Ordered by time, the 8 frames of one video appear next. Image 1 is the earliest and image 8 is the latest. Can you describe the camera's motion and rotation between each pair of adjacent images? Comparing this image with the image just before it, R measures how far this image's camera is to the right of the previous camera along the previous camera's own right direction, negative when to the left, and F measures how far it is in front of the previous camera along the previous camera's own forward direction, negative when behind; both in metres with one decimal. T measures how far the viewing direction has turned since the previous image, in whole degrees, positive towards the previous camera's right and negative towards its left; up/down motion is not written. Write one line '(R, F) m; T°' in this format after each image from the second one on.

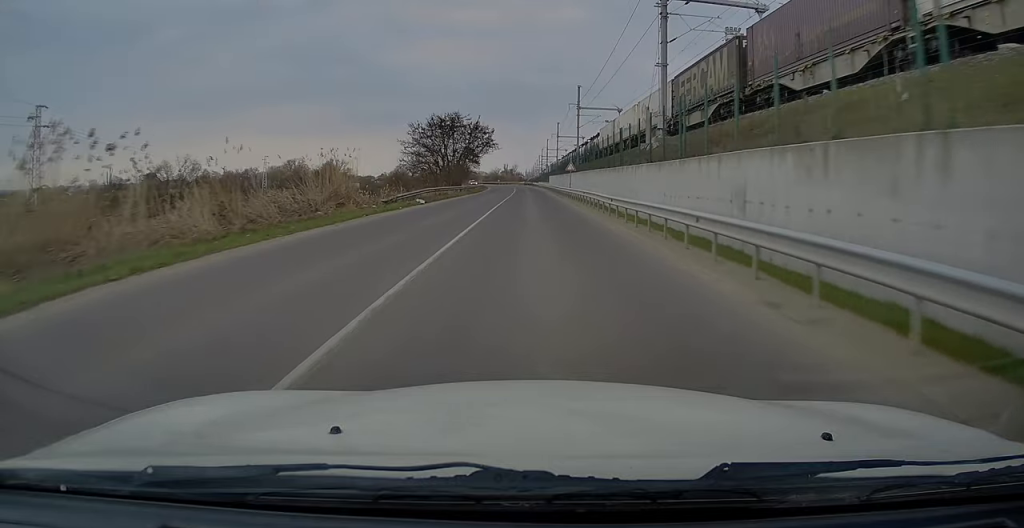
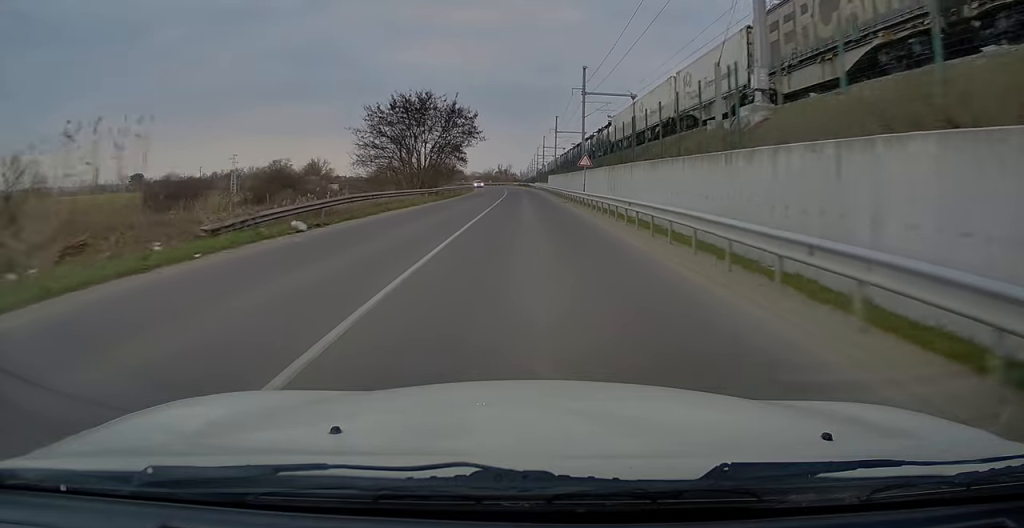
(-0.1, +17.0) m; -1°
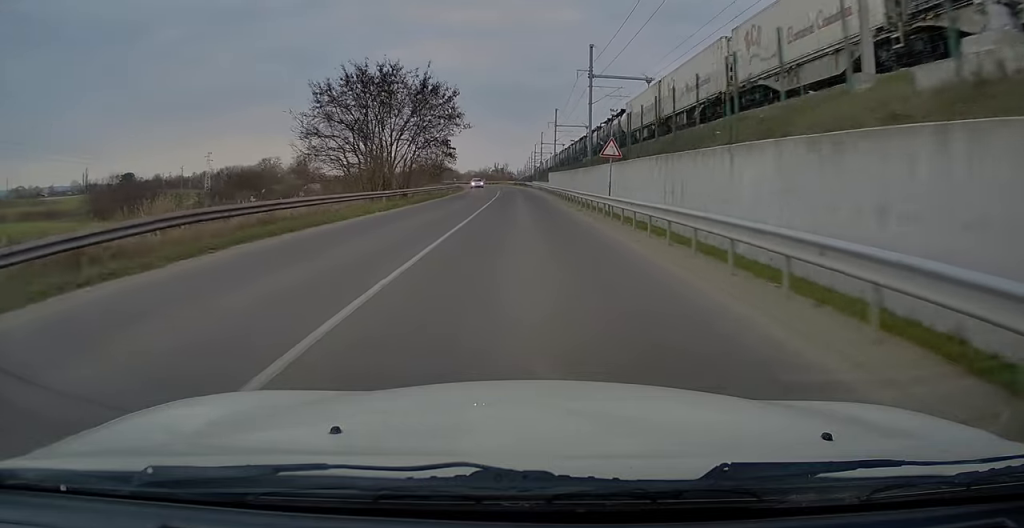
(-0.1, +12.3) m; 0°
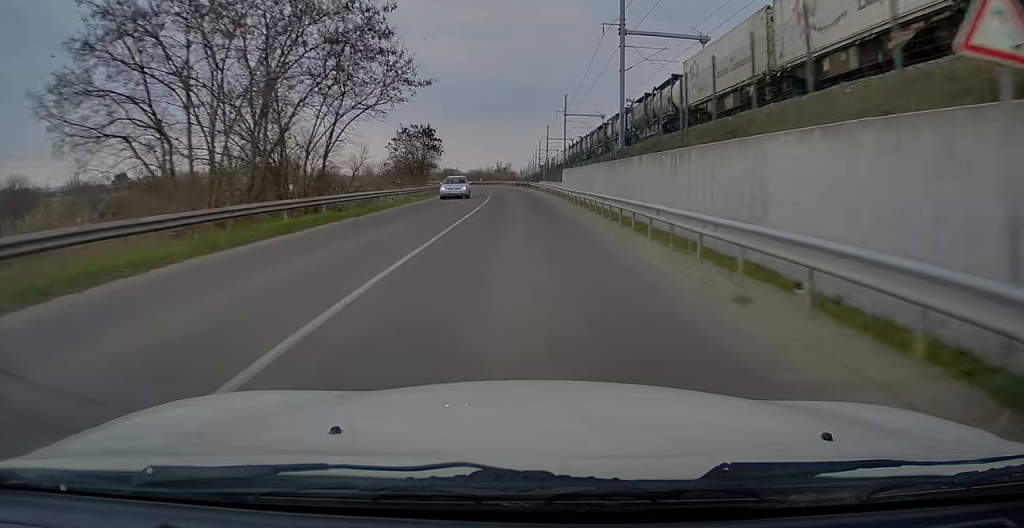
(0.0, +20.7) m; 0°
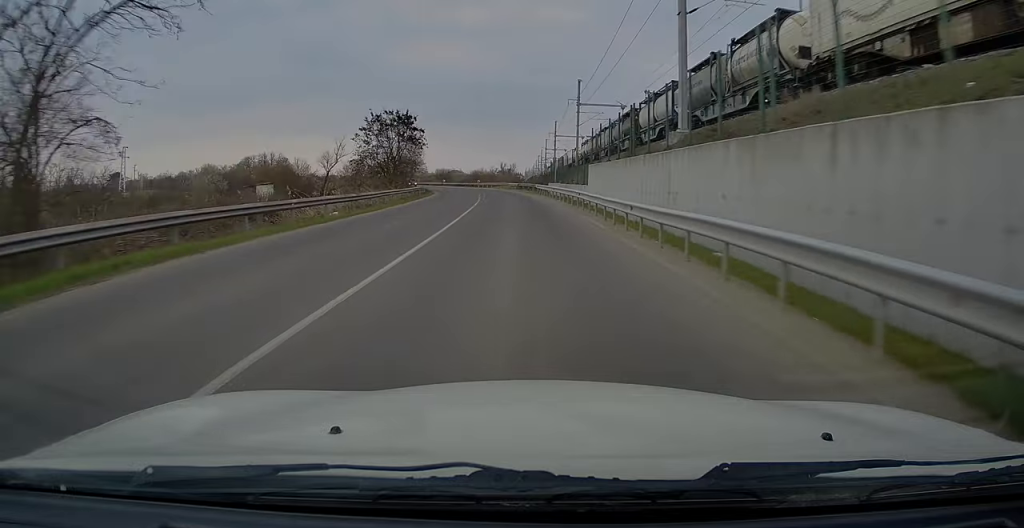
(0.0, +17.5) m; 0°
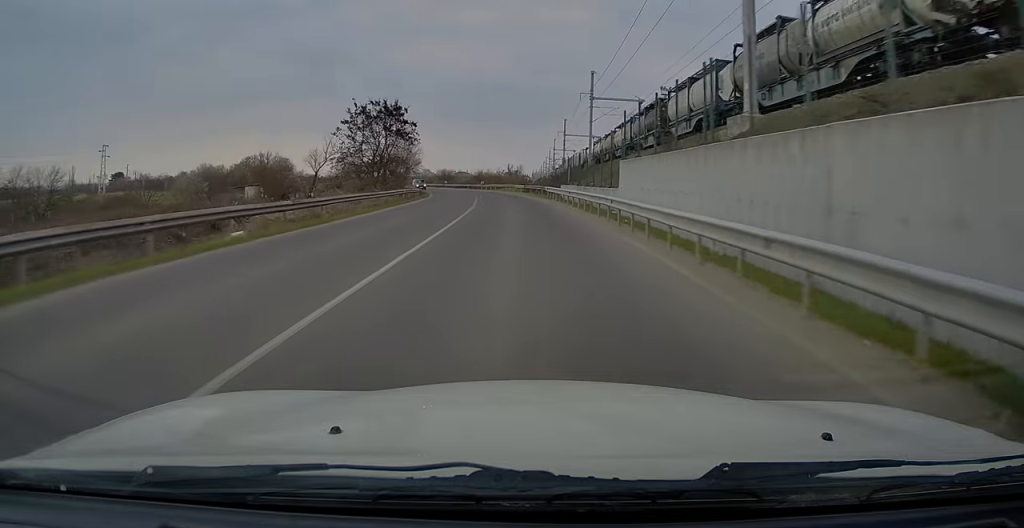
(0.0, +8.5) m; 0°
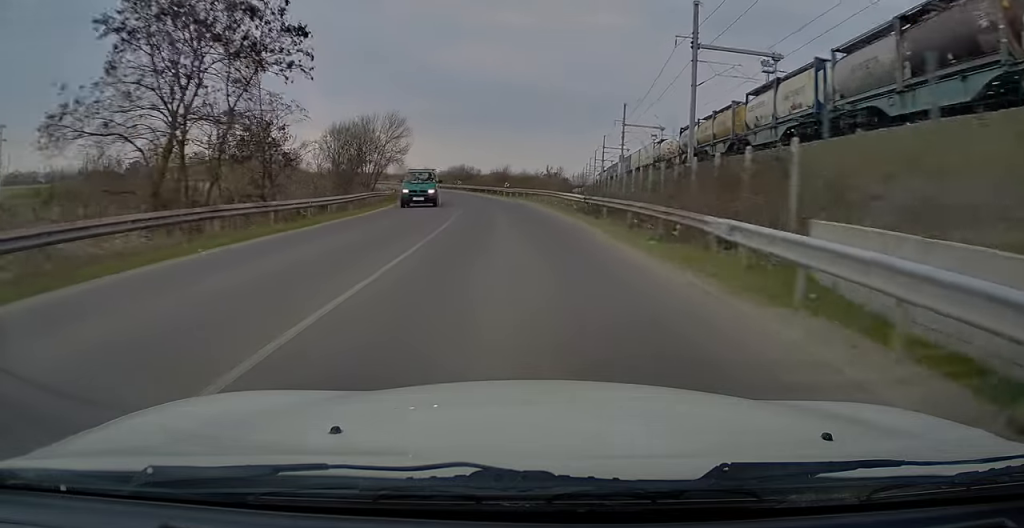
(-0.2, +35.3) m; -2°
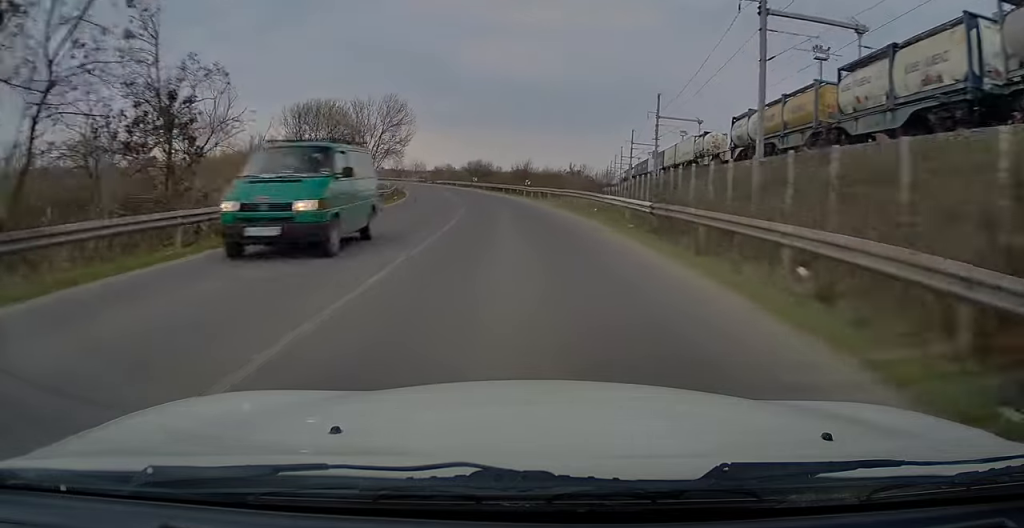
(0.0, +10.1) m; -2°
